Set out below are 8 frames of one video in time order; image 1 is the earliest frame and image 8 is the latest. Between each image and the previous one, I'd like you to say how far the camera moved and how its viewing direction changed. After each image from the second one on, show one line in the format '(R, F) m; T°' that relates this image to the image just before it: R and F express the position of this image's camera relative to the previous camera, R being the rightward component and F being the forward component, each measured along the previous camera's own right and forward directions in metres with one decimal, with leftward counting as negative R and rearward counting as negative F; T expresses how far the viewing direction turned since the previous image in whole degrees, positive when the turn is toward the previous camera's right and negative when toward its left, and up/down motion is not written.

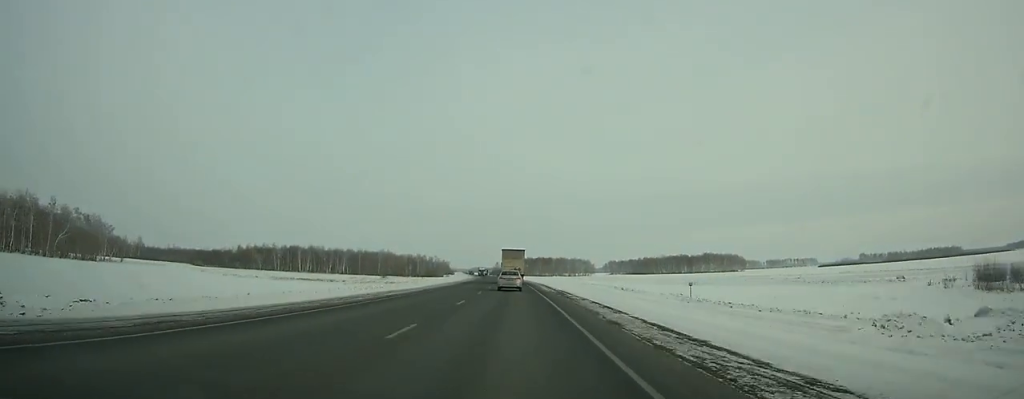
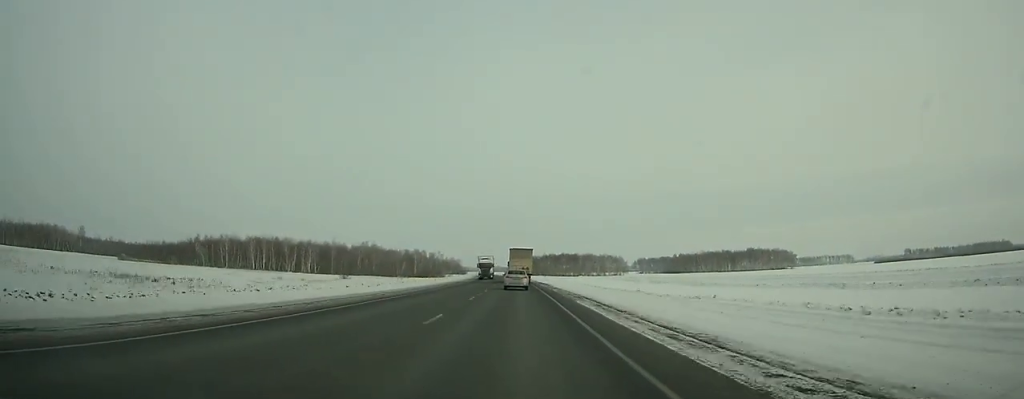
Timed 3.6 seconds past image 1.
(-1.3, +81.5) m; -2°
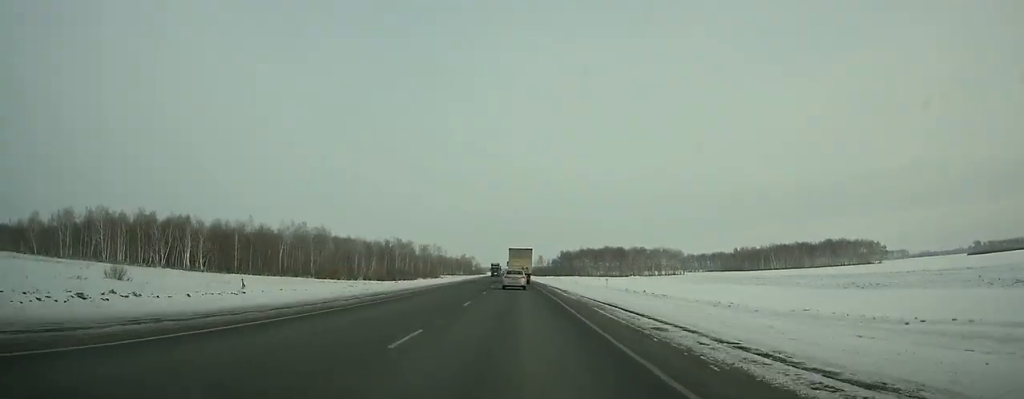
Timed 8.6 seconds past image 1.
(-2.2, +113.5) m; -2°
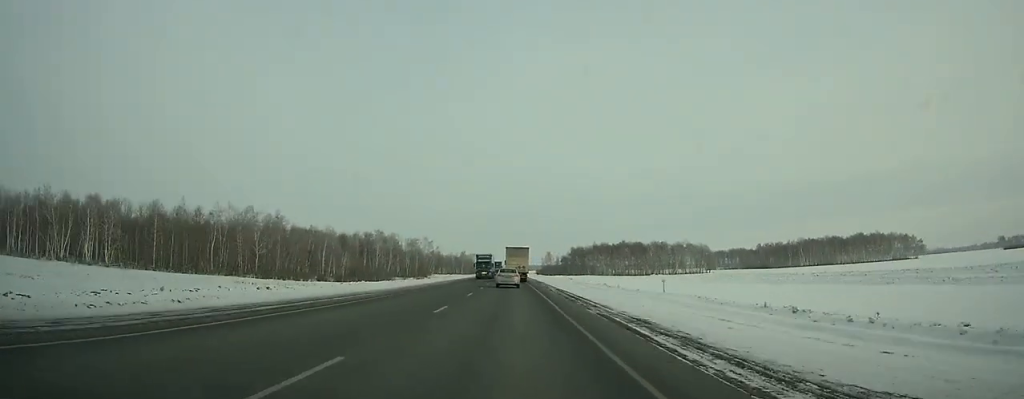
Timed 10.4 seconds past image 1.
(-0.1, +40.9) m; -1°
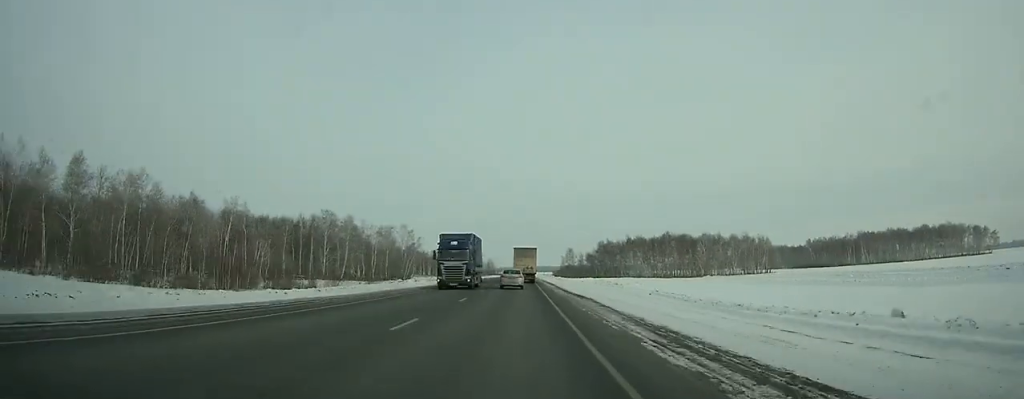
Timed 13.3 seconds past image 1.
(-0.6, +66.0) m; -1°
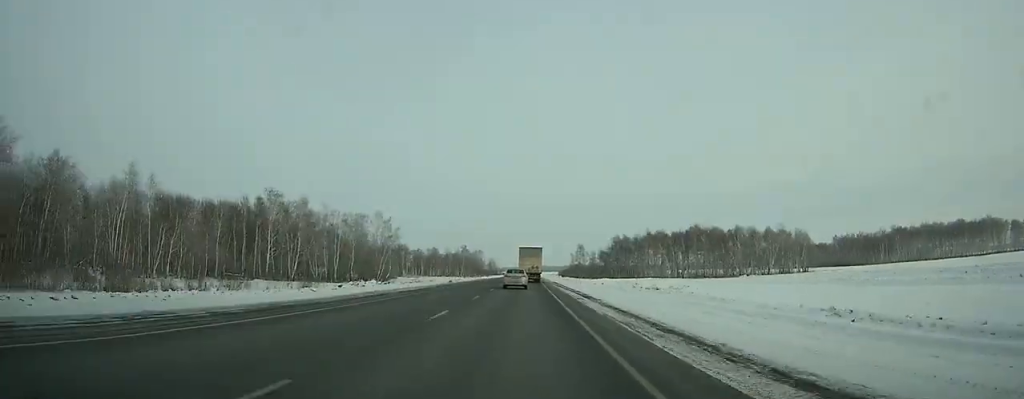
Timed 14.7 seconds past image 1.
(-0.1, +31.9) m; 0°
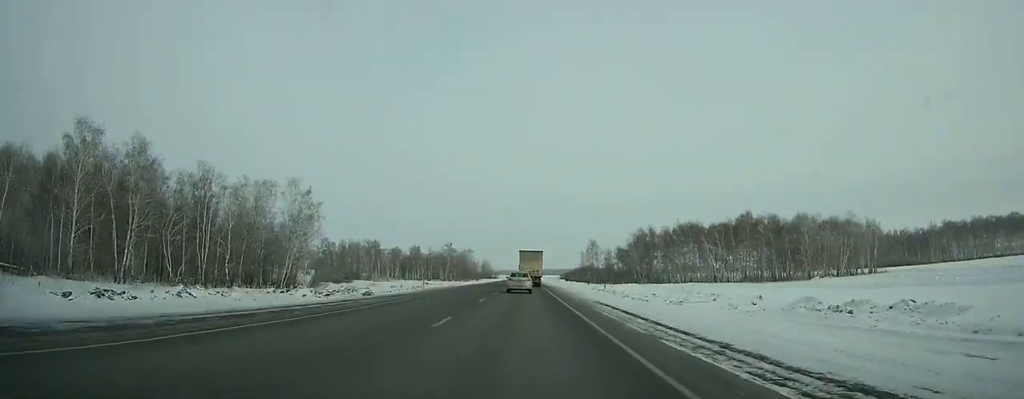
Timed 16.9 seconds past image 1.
(0.0, +50.3) m; 0°
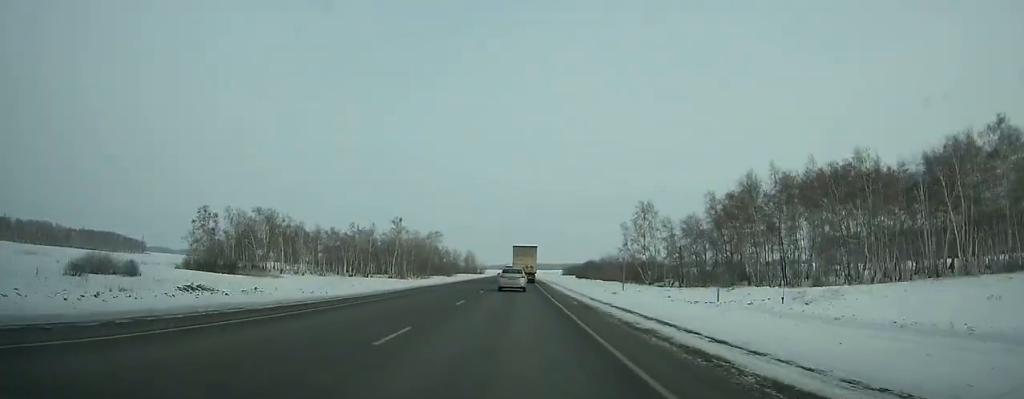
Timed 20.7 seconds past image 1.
(0.0, +87.4) m; 0°
